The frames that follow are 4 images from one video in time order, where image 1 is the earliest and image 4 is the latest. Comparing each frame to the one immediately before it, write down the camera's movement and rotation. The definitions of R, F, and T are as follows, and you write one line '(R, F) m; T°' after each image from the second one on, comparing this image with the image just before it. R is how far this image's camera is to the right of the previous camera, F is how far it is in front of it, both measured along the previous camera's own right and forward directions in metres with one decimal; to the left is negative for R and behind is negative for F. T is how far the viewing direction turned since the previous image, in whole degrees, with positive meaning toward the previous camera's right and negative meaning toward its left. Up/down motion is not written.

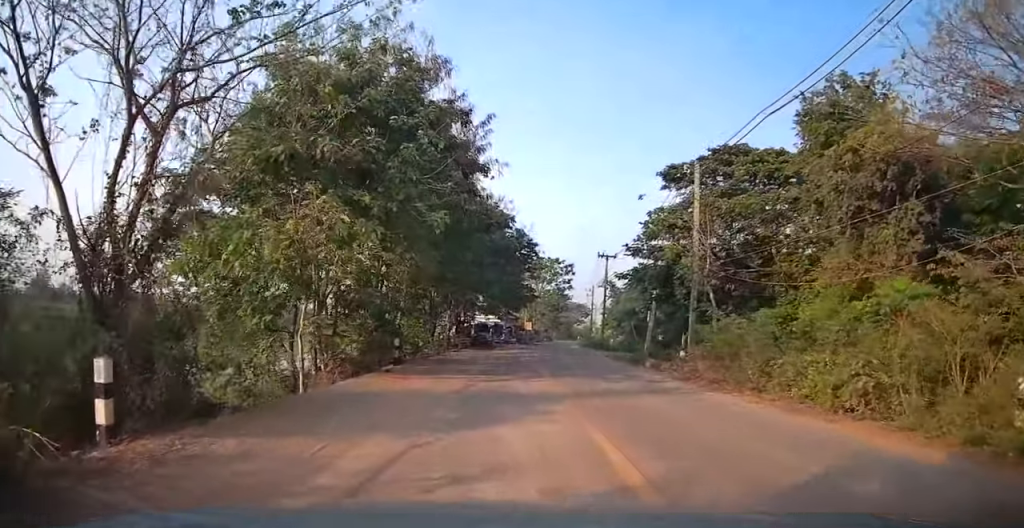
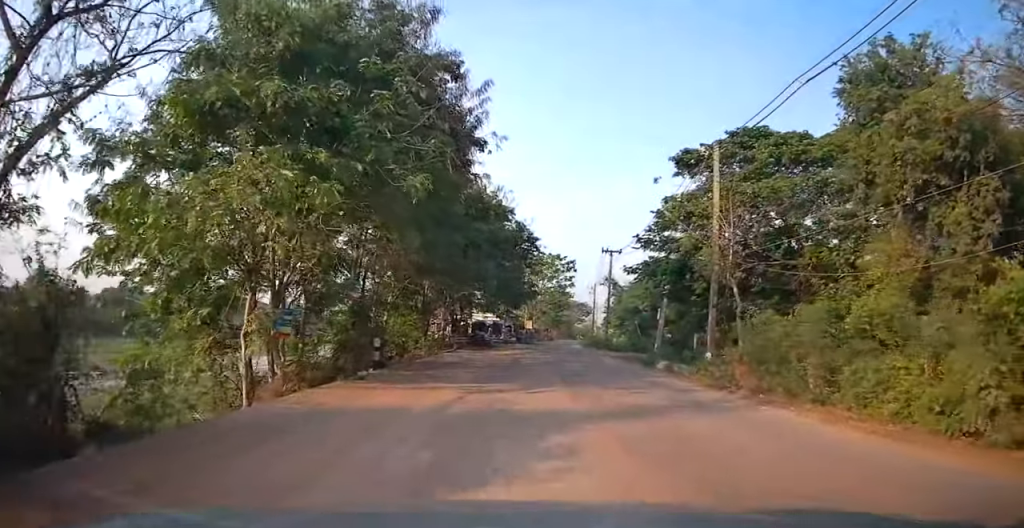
(0.0, +2.8) m; +1°
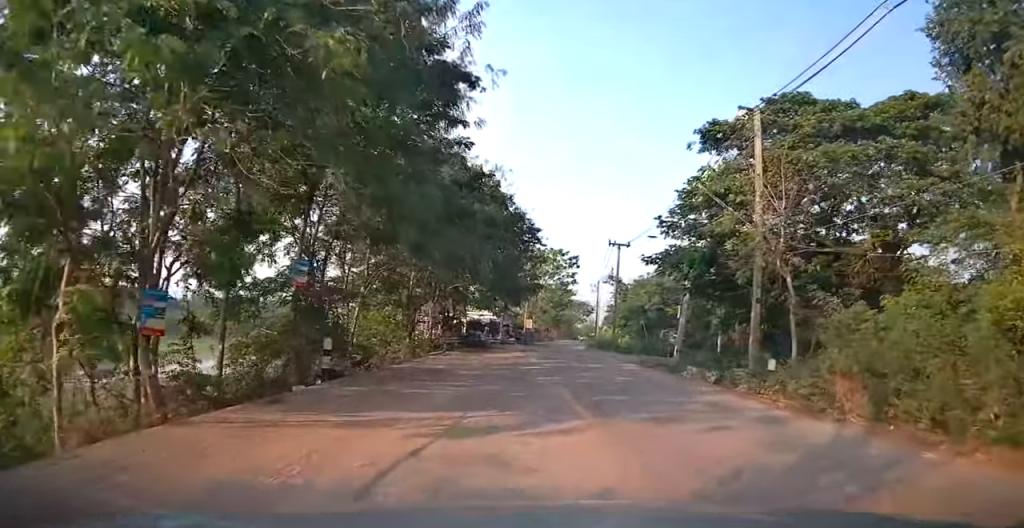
(0.0, +4.6) m; 0°
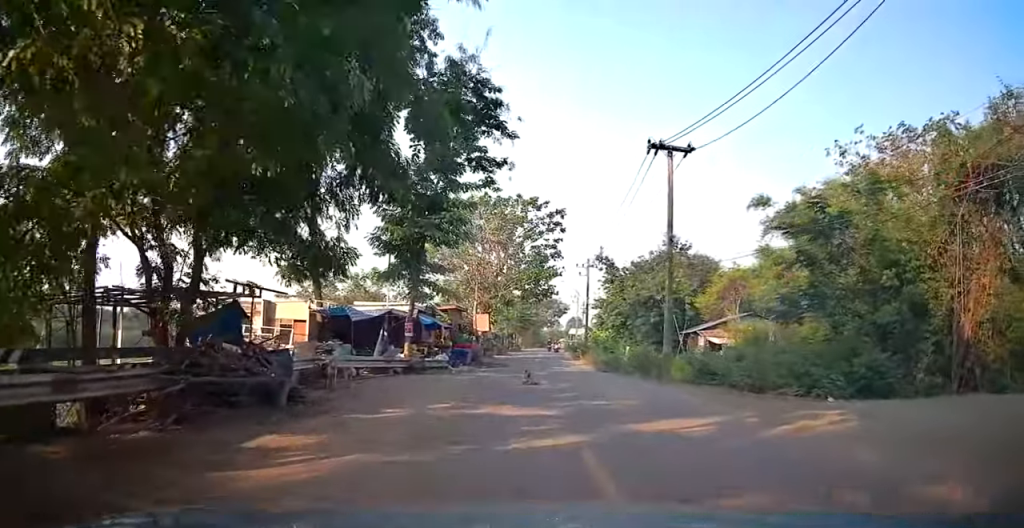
(-1.0, +27.6) m; 0°
